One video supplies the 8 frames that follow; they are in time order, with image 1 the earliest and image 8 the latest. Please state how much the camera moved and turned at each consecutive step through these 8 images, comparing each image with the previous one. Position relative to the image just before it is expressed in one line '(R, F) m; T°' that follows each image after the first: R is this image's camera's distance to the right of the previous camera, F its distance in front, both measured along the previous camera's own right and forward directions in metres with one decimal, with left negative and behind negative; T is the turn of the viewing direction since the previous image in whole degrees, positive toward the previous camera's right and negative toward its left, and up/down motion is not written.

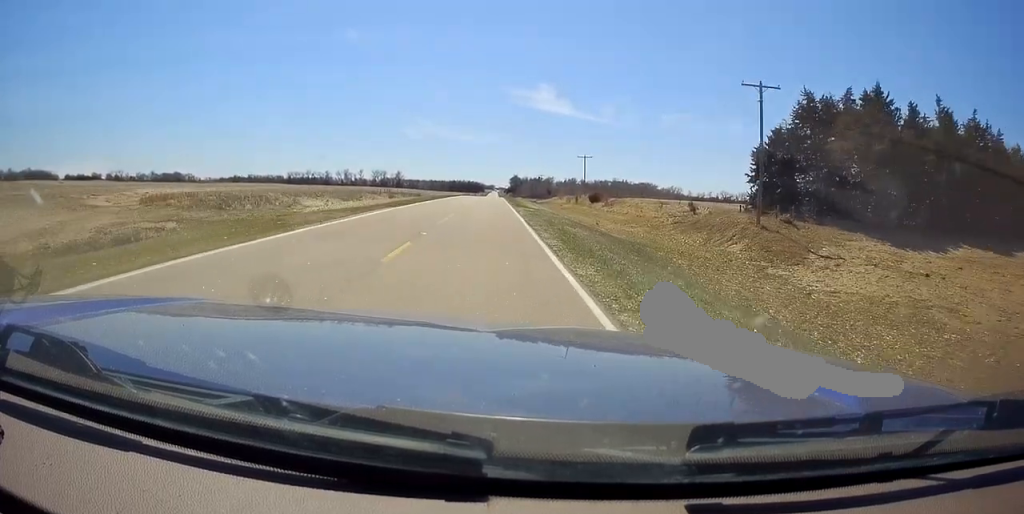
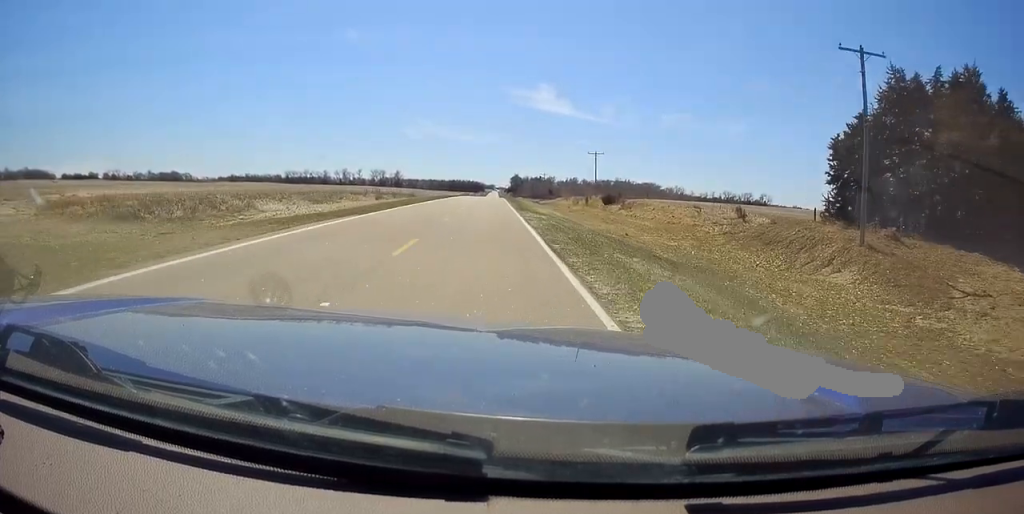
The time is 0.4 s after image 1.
(0.0, +10.5) m; 0°
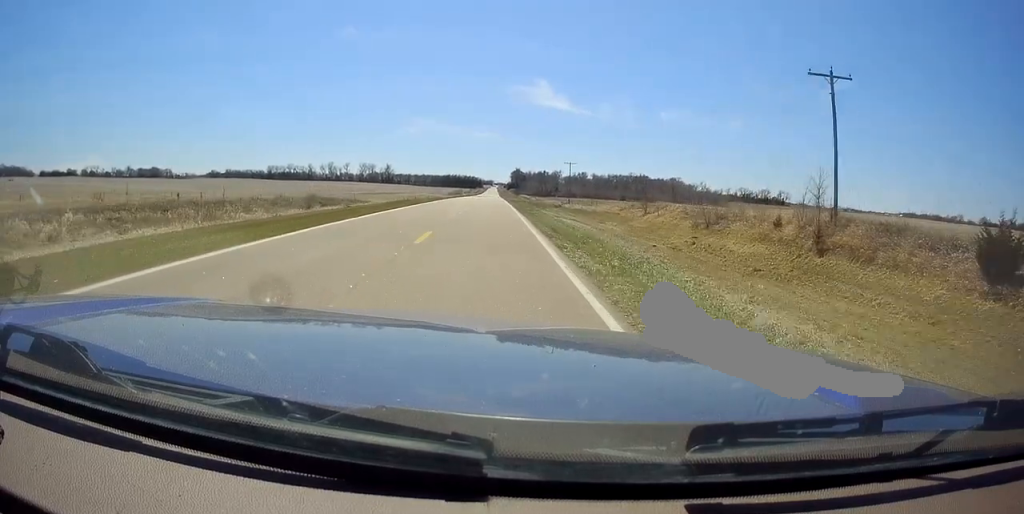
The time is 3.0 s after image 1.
(0.0, +64.3) m; 0°
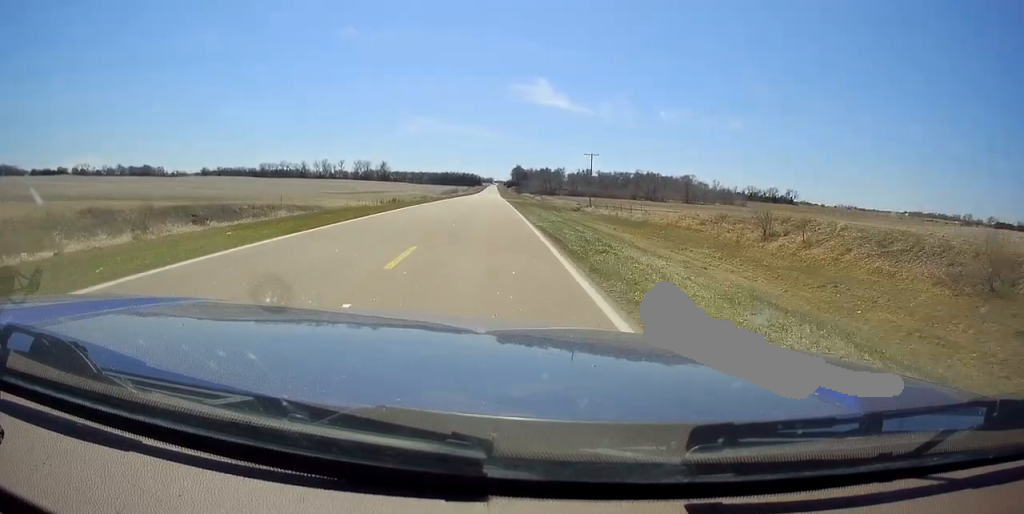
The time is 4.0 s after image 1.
(0.0, +26.6) m; 0°
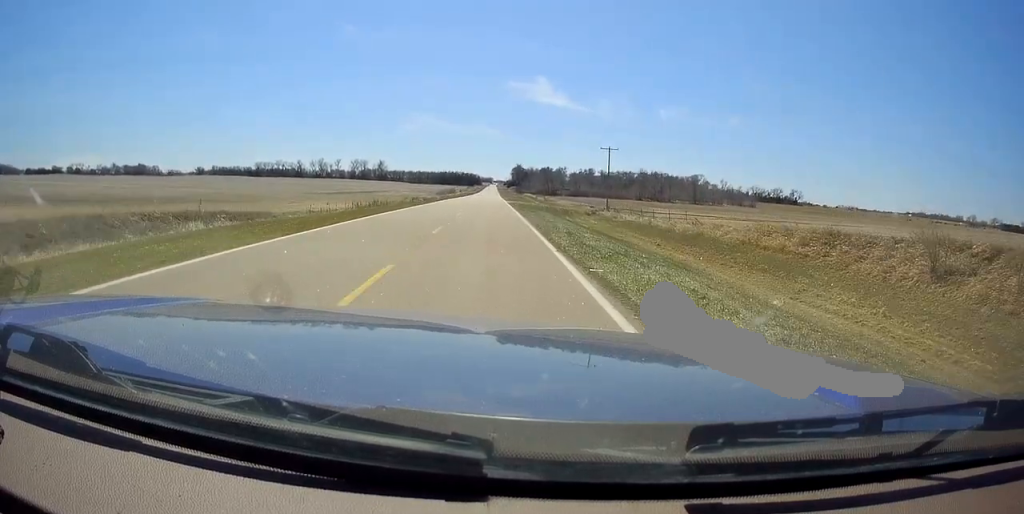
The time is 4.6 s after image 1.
(0.0, +14.4) m; 0°
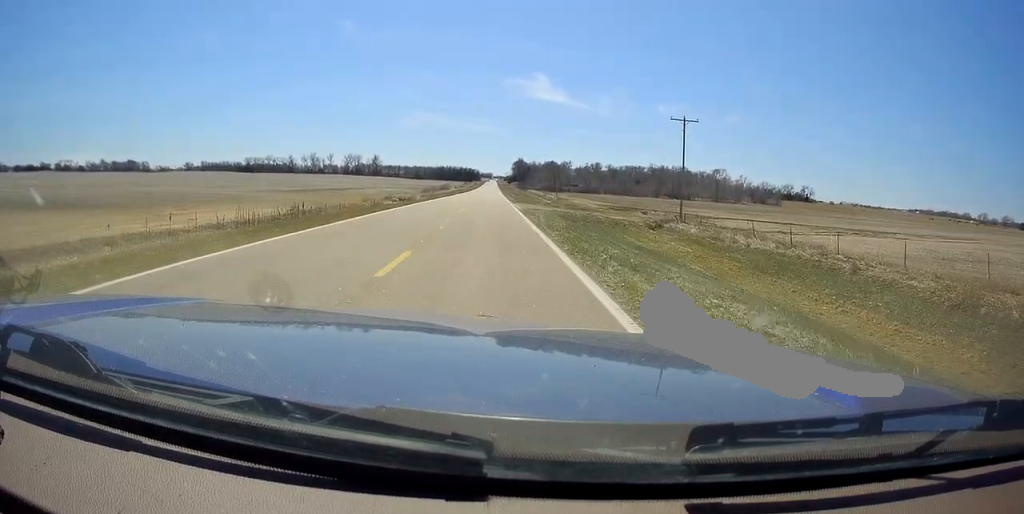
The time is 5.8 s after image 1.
(0.0, +31.2) m; 0°
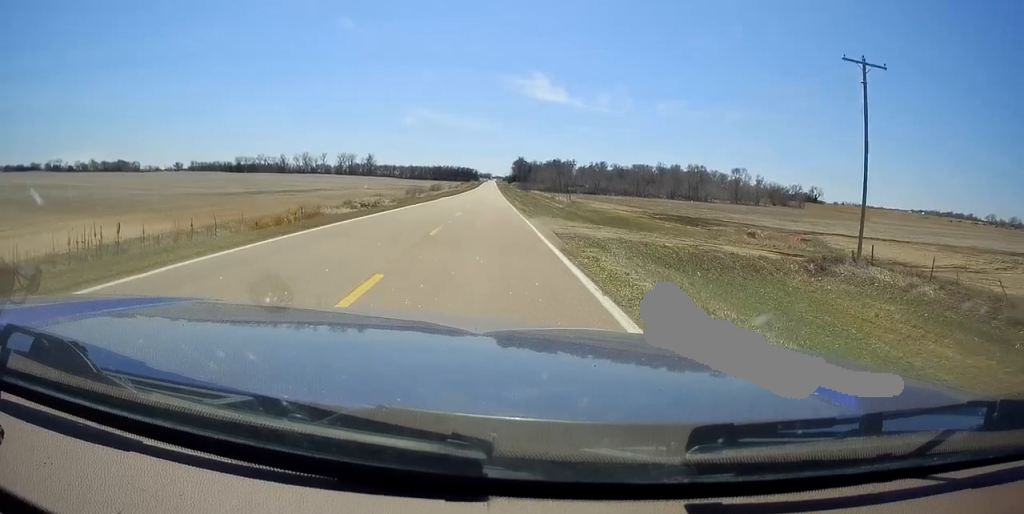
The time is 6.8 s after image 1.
(0.0, +25.2) m; 0°
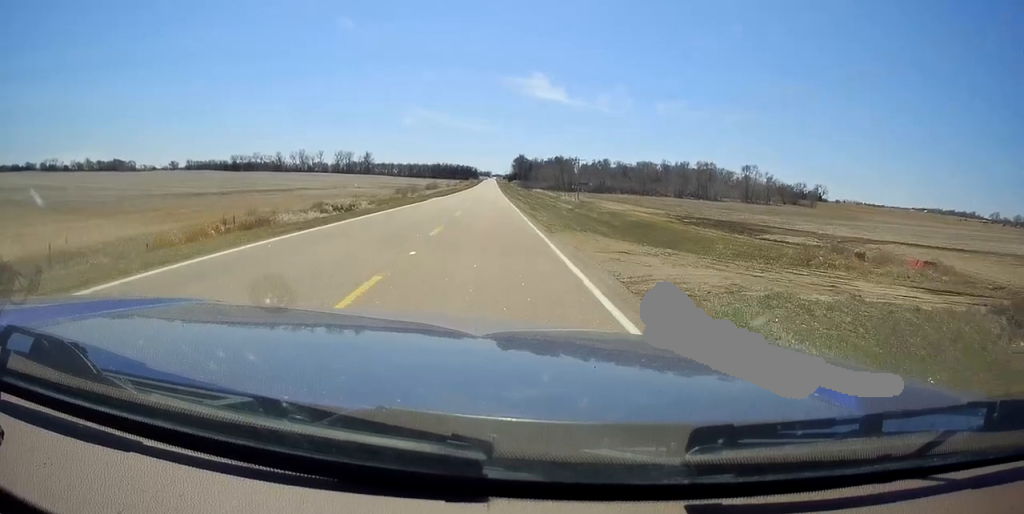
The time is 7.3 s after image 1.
(0.0, +11.4) m; 0°
